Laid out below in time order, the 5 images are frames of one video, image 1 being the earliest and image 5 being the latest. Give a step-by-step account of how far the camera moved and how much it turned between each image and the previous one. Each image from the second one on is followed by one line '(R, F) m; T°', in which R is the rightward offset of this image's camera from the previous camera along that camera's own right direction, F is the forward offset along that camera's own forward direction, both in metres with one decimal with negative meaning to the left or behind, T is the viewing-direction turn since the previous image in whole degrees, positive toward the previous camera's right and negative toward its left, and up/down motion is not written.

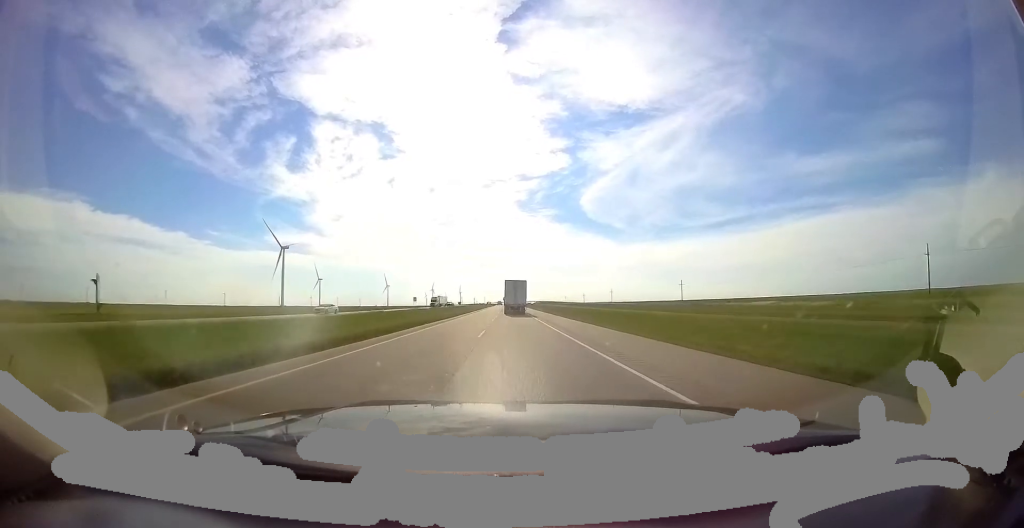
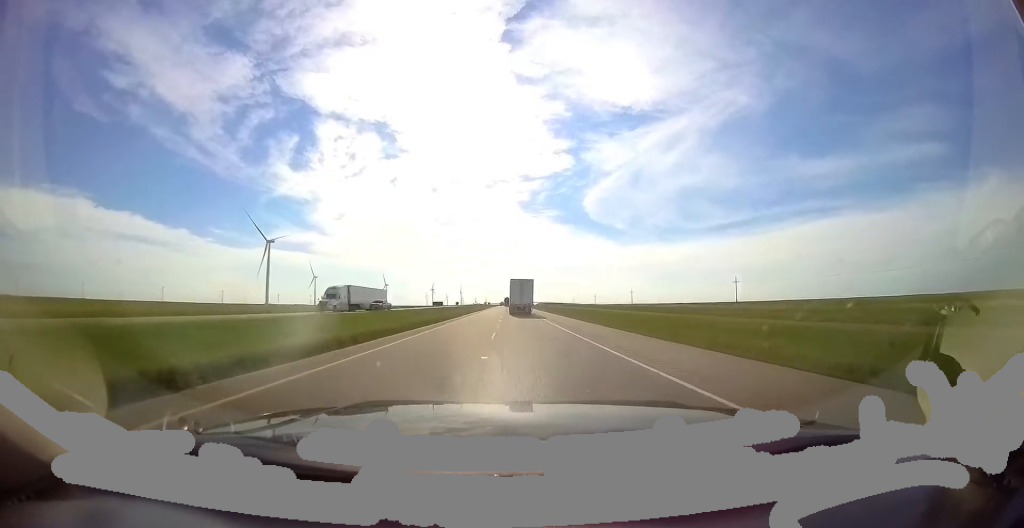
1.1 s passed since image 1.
(-0.1, +36.9) m; 0°
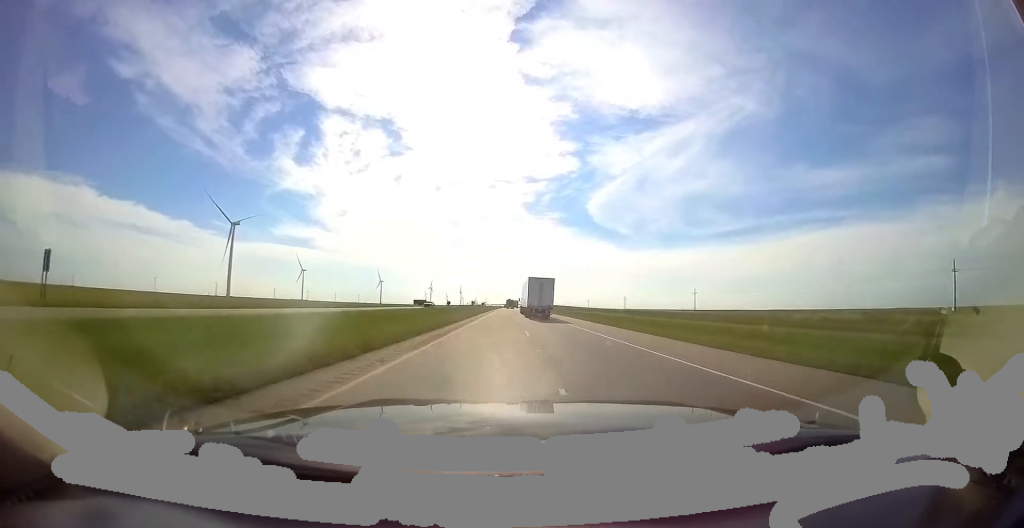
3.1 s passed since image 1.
(-0.1, +71.8) m; 0°
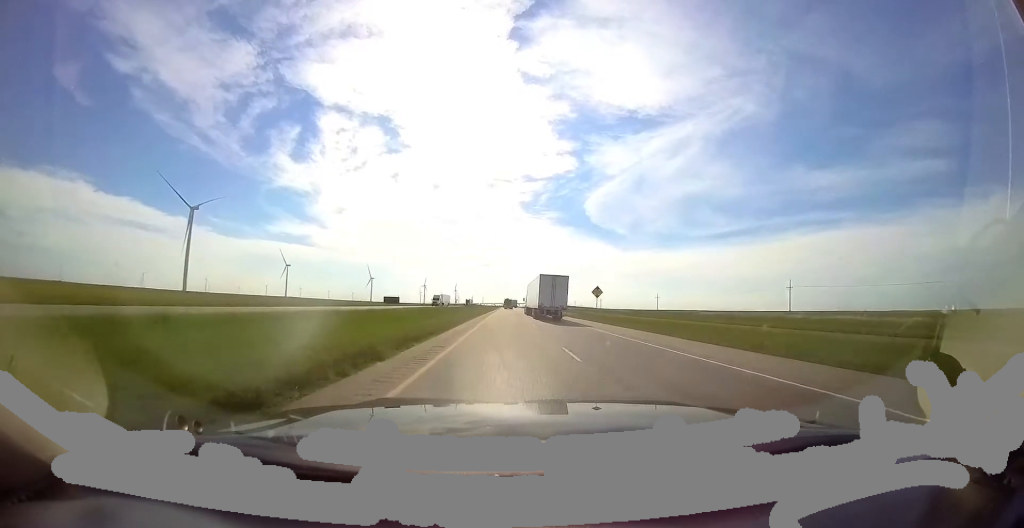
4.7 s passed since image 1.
(0.0, +55.6) m; 0°
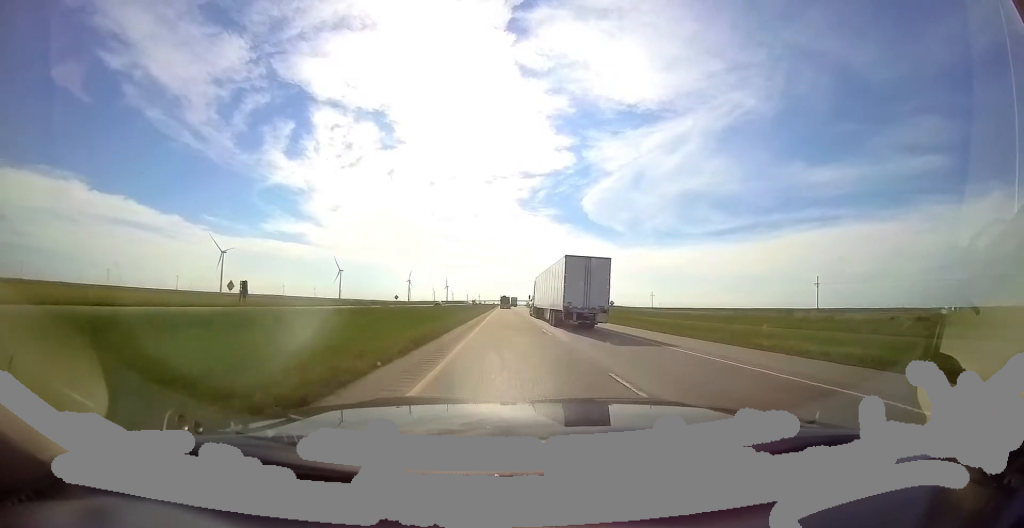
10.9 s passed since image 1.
(+2.7, +211.9) m; 0°
